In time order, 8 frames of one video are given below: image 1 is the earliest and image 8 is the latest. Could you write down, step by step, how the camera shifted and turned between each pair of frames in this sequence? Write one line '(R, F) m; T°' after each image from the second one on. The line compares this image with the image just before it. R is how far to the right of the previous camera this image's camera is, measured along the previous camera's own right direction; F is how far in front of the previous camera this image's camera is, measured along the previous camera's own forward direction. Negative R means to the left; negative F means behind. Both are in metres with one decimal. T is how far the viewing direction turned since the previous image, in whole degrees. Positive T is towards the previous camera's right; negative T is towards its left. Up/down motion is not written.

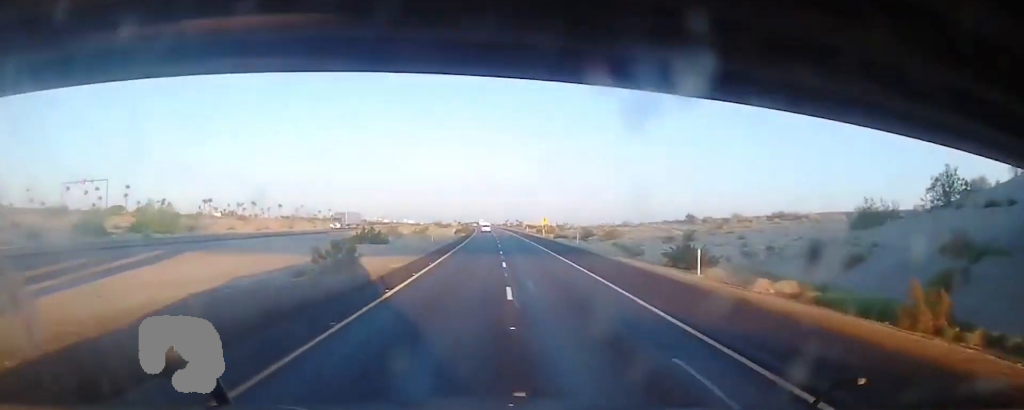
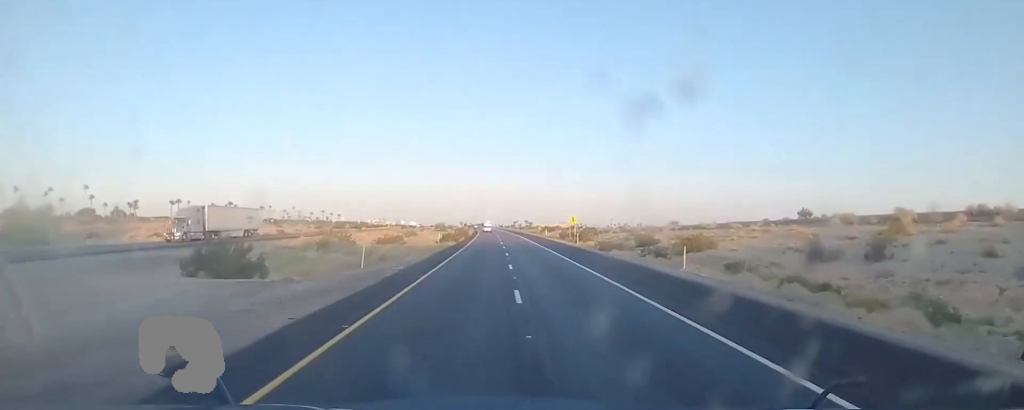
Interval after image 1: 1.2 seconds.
(-0.2, +36.7) m; 0°
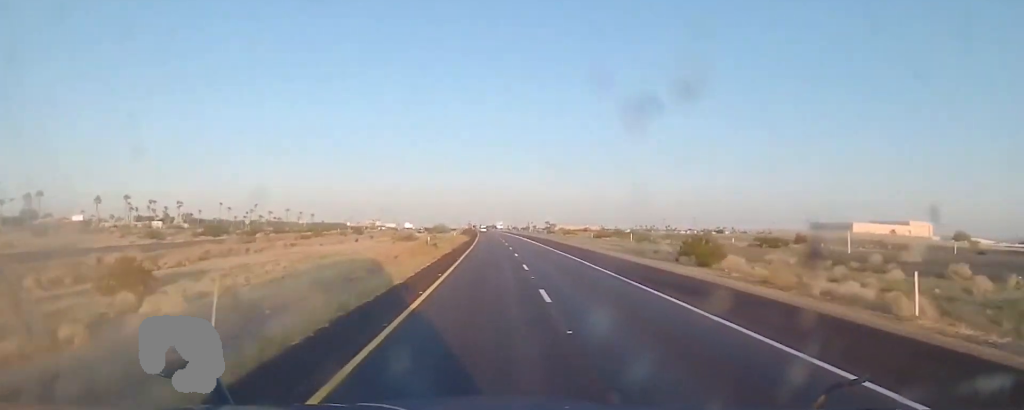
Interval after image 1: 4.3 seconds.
(-0.7, +96.5) m; -1°
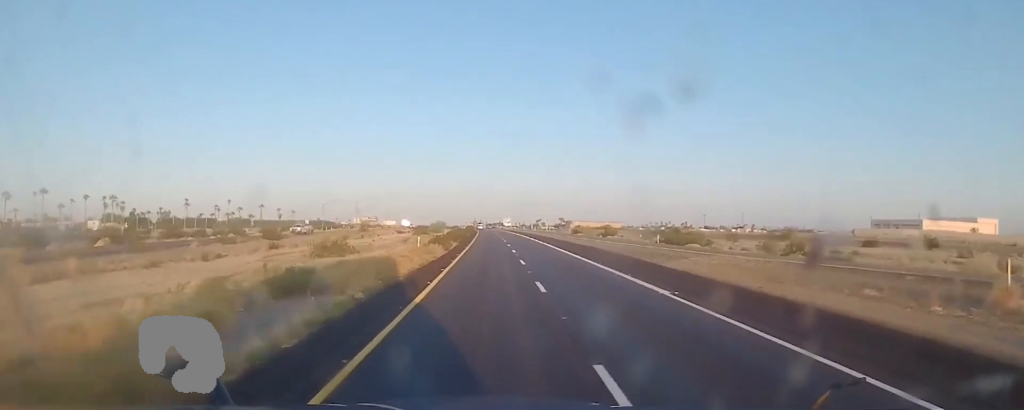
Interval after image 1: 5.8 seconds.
(-0.4, +47.2) m; -1°
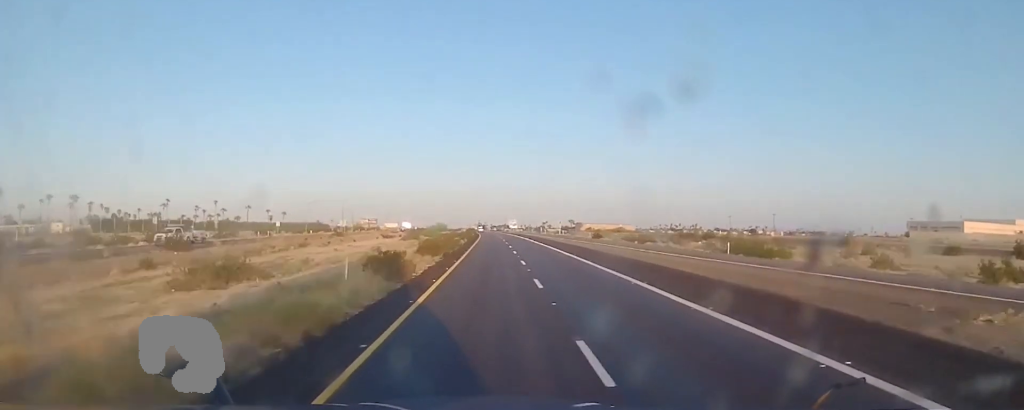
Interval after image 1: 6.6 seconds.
(+0.1, +23.0) m; -1°
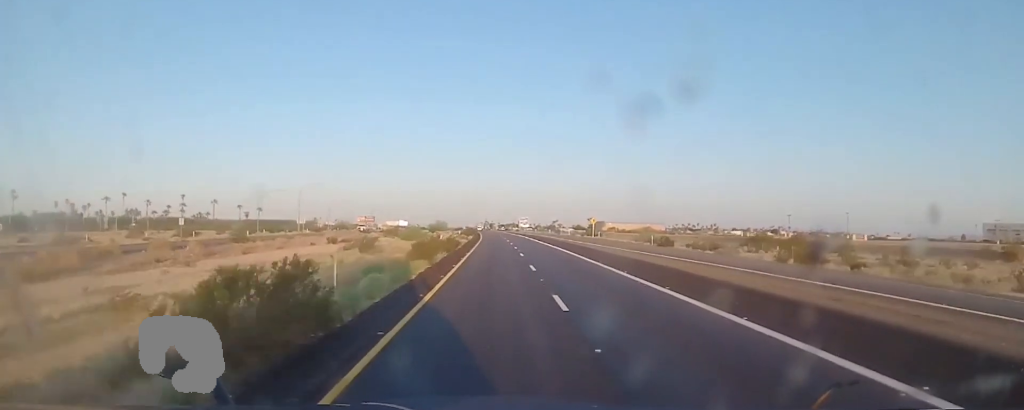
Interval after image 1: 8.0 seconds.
(-0.6, +41.9) m; -1°
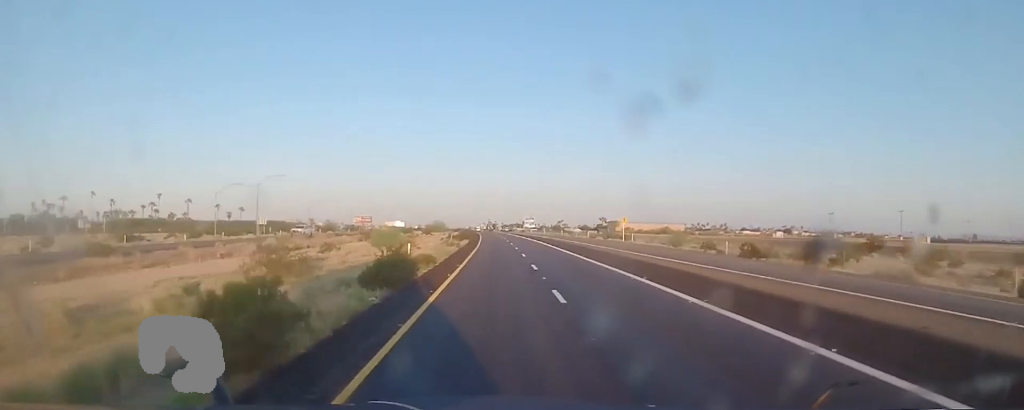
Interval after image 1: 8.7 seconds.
(-0.3, +23.1) m; 0°
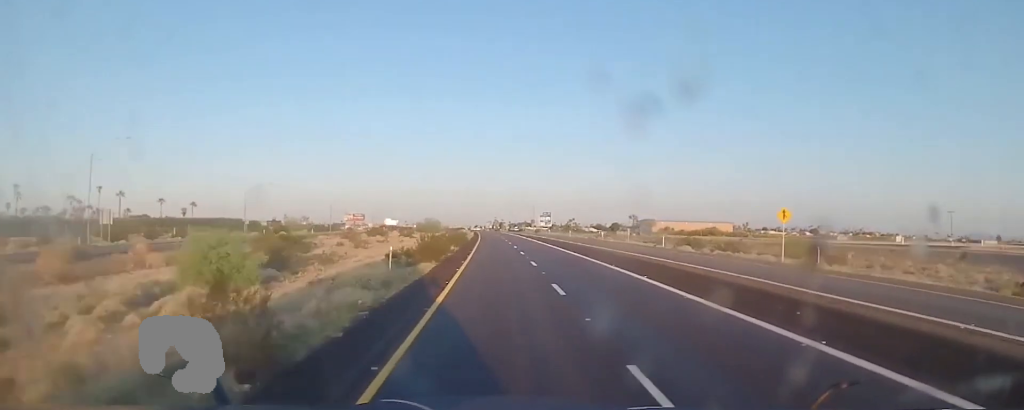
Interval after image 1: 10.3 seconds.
(-0.2, +44.8) m; 0°
